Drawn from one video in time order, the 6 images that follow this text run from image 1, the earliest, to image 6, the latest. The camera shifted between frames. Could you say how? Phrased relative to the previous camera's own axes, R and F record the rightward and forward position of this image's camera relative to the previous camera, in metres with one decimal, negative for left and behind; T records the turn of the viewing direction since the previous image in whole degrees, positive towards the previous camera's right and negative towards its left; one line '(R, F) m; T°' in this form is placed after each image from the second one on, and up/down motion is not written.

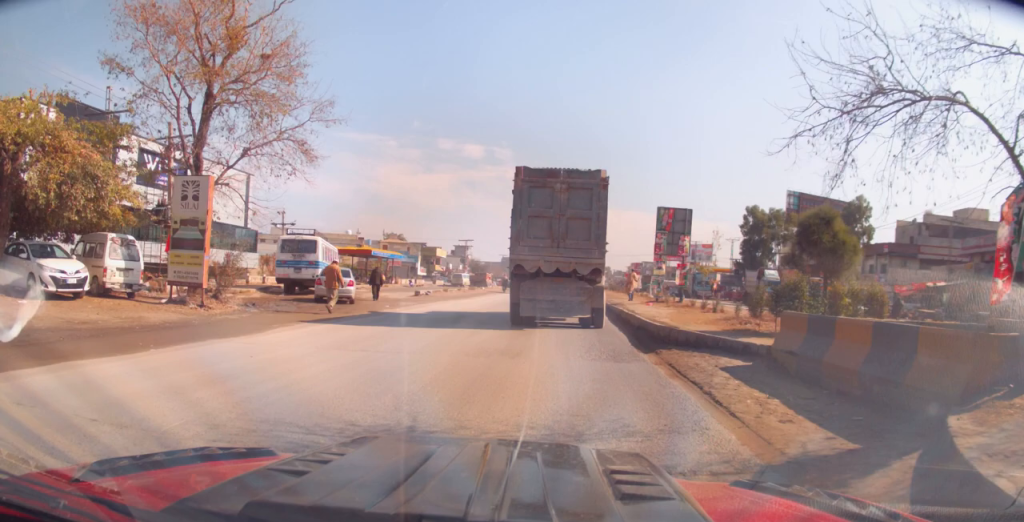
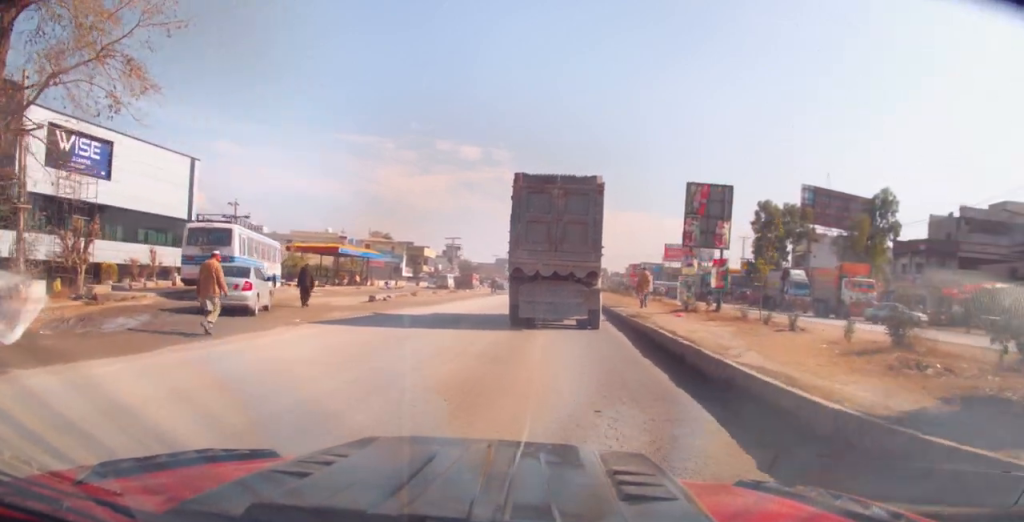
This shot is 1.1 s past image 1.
(+0.6, +8.7) m; 0°
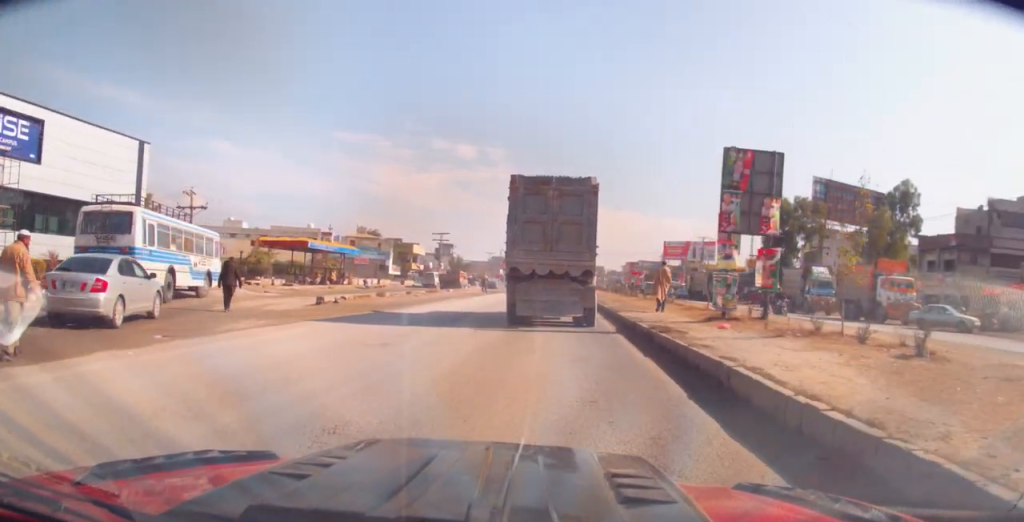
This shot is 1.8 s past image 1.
(-0.5, +6.2) m; -4°
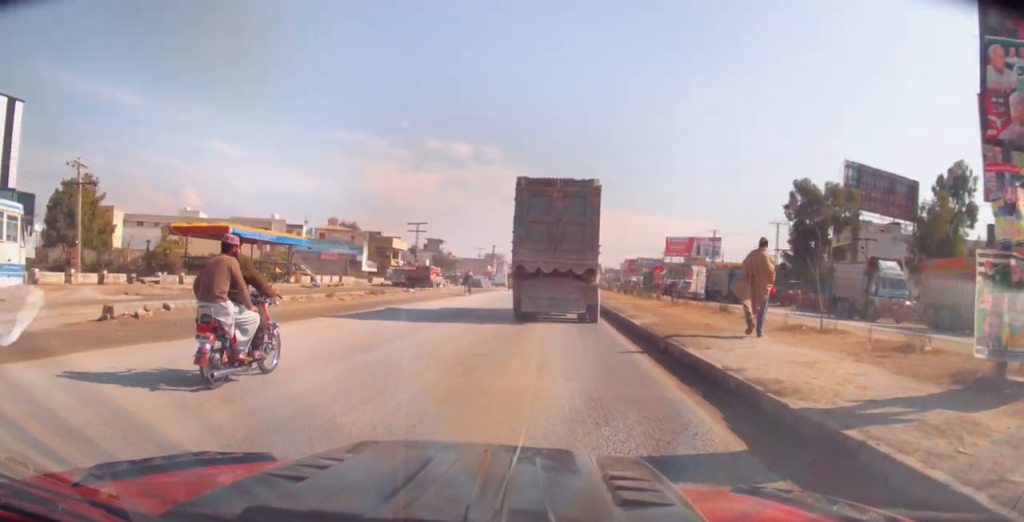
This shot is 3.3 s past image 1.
(+0.2, +12.2) m; +5°
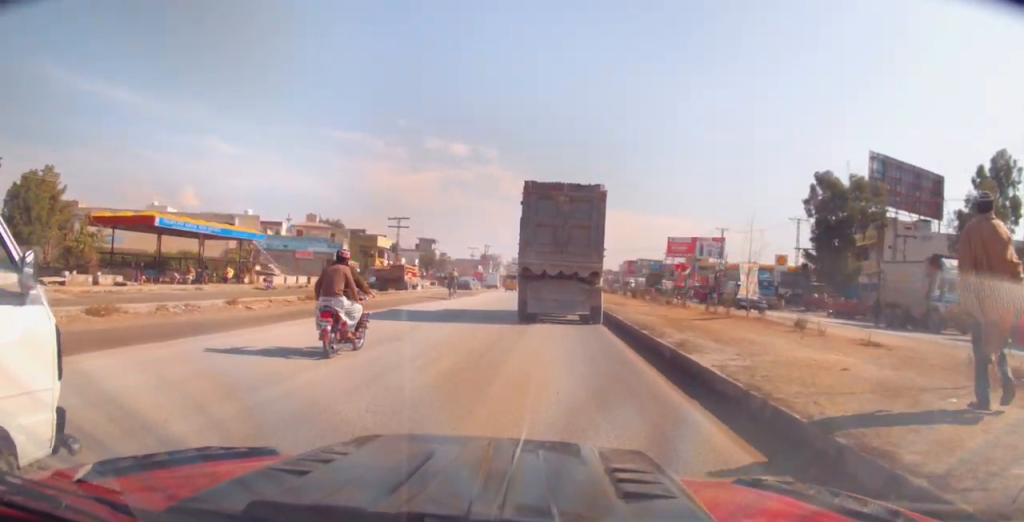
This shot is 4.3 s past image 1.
(+0.4, +7.6) m; +1°
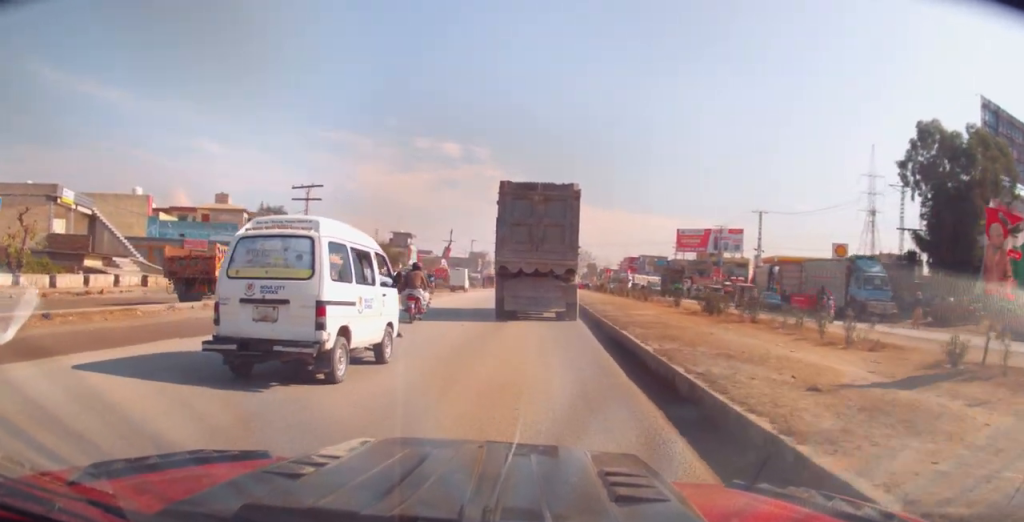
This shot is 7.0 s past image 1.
(-1.2, +23.3) m; -1°
